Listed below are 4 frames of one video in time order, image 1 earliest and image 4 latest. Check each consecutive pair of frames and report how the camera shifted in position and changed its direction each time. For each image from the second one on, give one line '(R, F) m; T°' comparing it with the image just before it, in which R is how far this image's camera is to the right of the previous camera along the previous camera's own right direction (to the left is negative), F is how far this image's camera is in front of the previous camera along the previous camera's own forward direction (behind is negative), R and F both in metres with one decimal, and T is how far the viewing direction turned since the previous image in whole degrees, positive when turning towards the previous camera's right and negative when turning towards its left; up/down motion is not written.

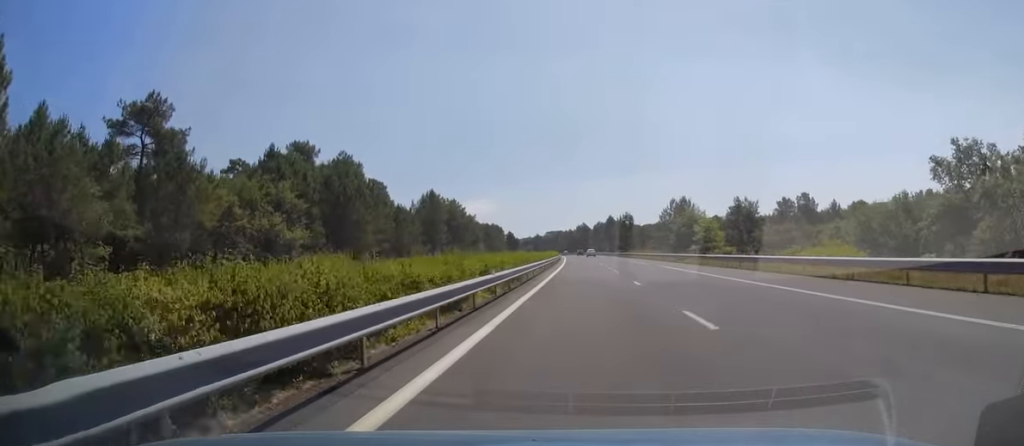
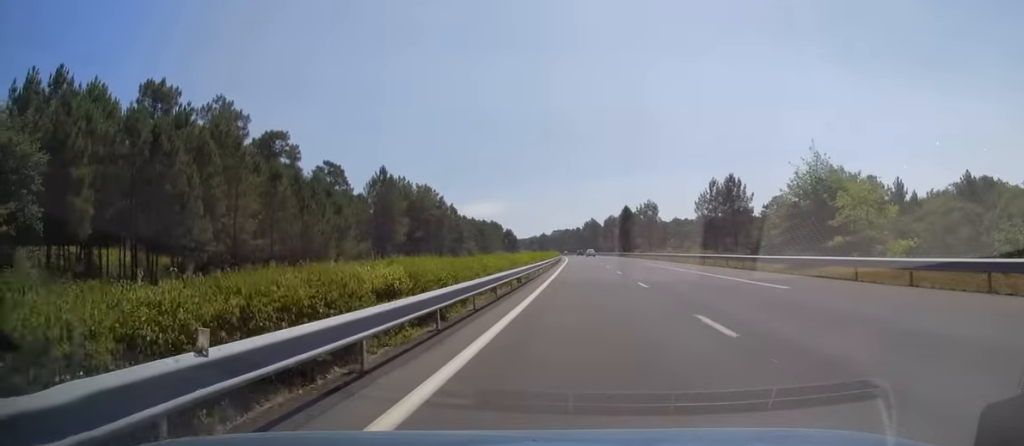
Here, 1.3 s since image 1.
(0.0, +39.9) m; -1°
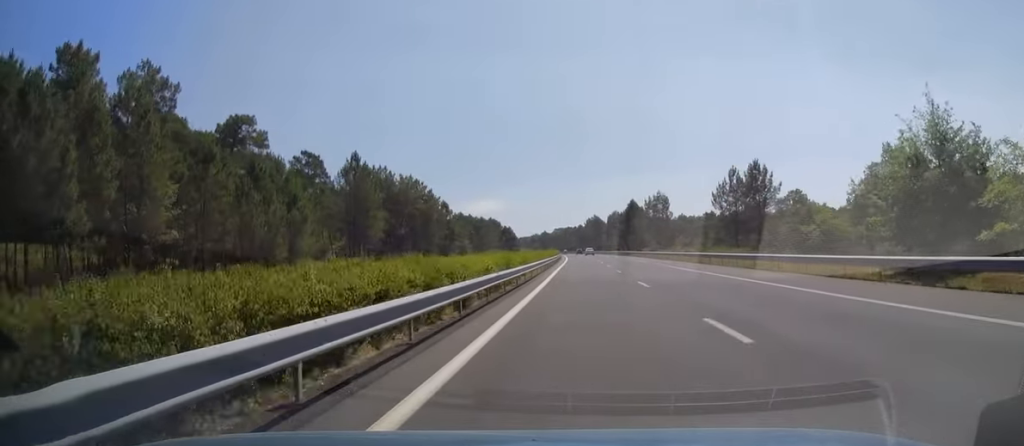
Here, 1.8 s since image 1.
(0.0, +13.8) m; 0°
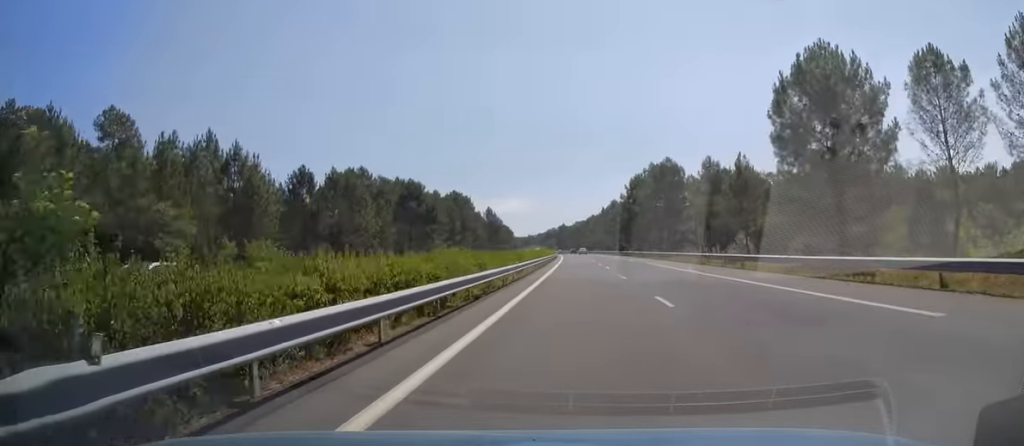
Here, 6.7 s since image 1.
(-3.2, +151.5) m; -3°
